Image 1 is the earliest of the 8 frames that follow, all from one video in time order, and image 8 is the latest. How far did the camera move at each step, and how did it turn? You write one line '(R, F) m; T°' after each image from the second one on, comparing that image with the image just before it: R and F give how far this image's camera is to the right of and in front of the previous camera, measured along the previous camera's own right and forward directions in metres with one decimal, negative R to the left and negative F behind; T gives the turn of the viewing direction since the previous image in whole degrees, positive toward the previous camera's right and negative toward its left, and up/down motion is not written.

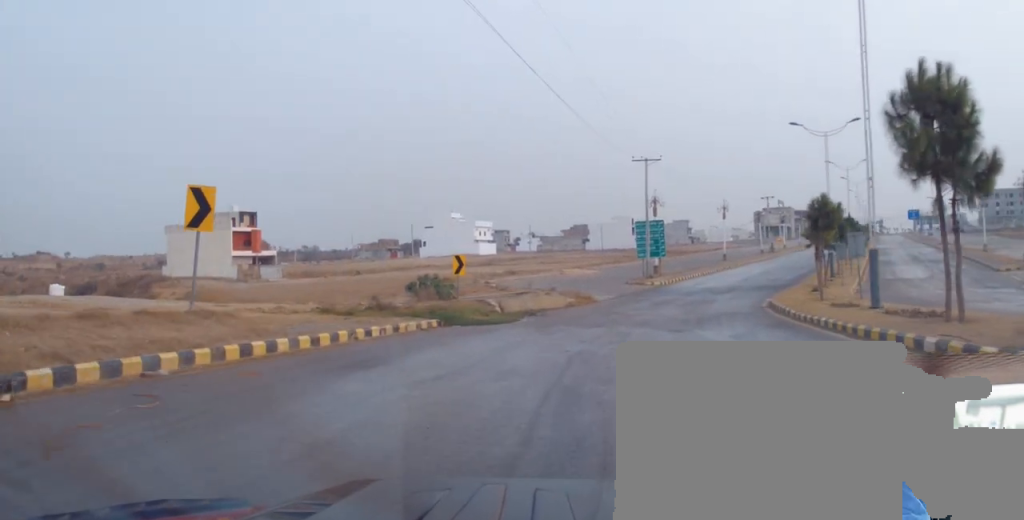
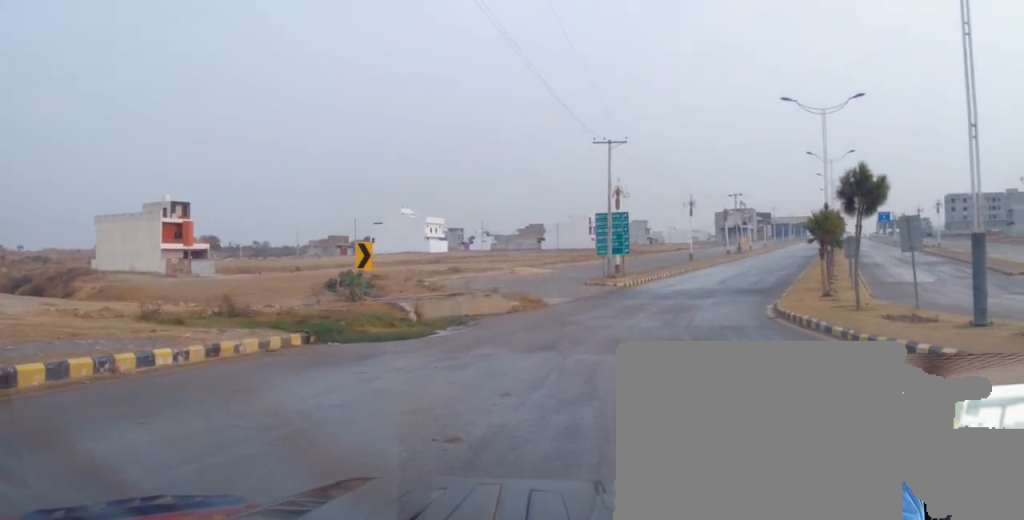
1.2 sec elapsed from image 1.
(-0.9, +7.8) m; -4°
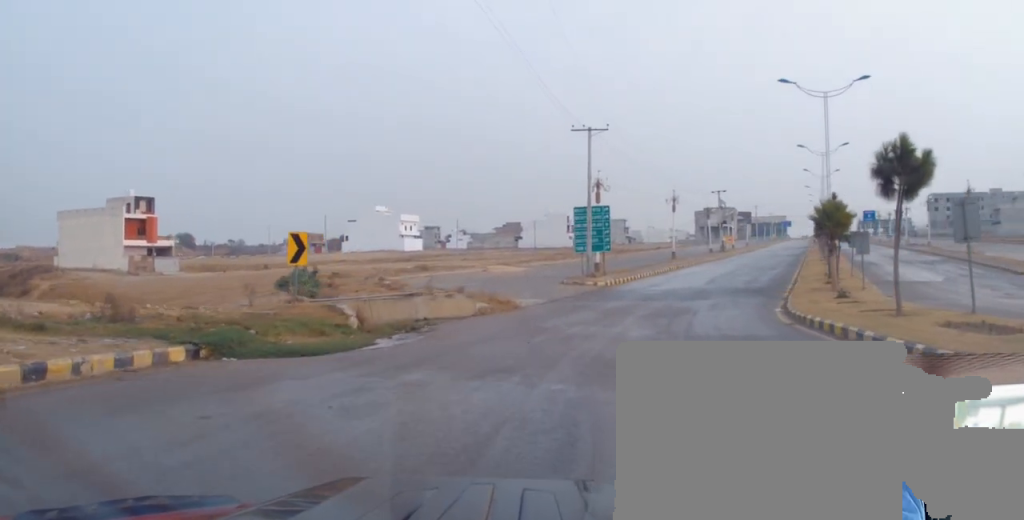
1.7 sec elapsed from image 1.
(+0.1, +3.9) m; +3°
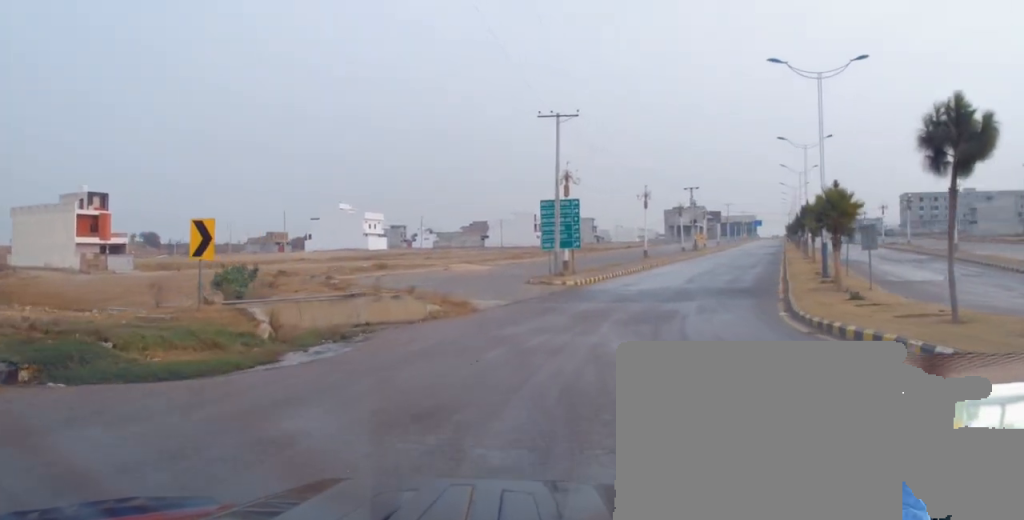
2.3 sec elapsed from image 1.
(+0.1, +3.9) m; +2°
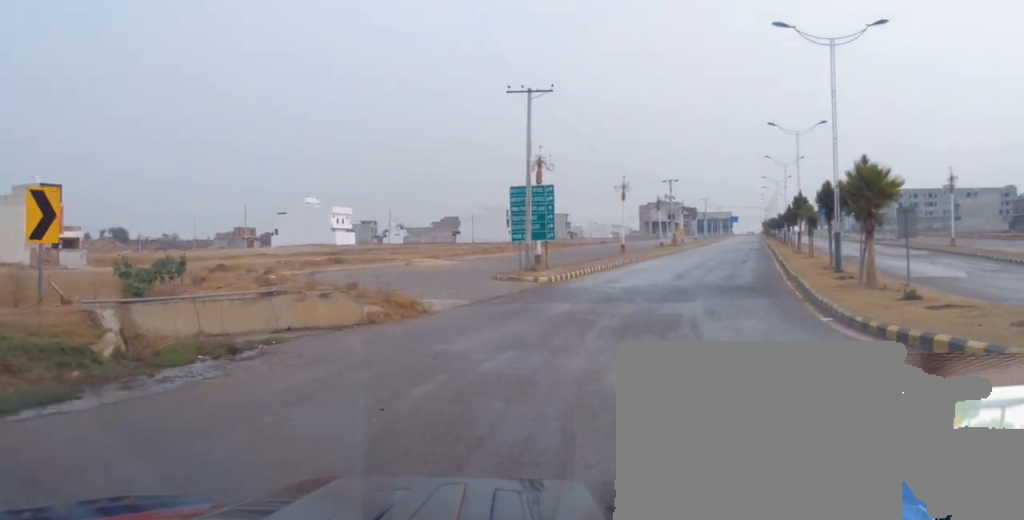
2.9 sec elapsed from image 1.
(+0.1, +4.7) m; +2°
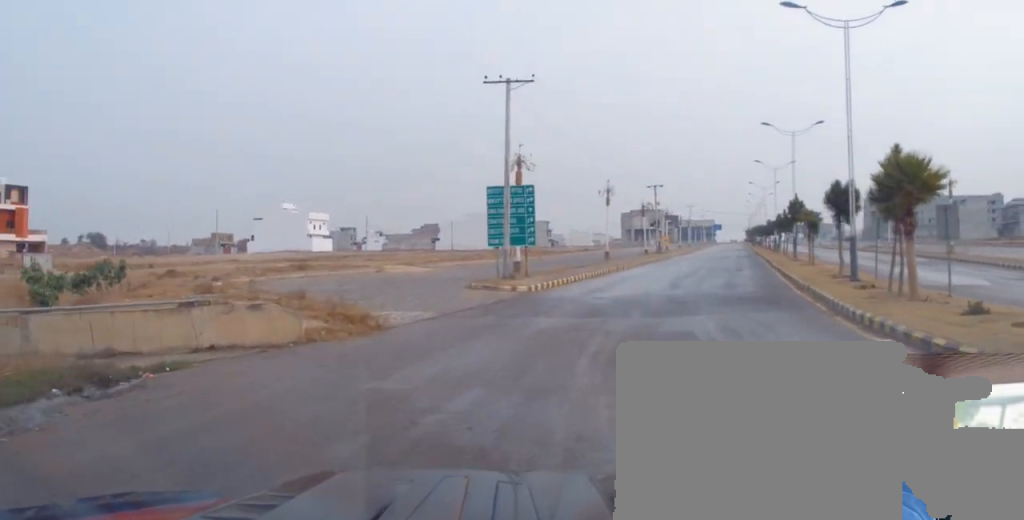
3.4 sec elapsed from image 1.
(0.0, +3.6) m; +1°
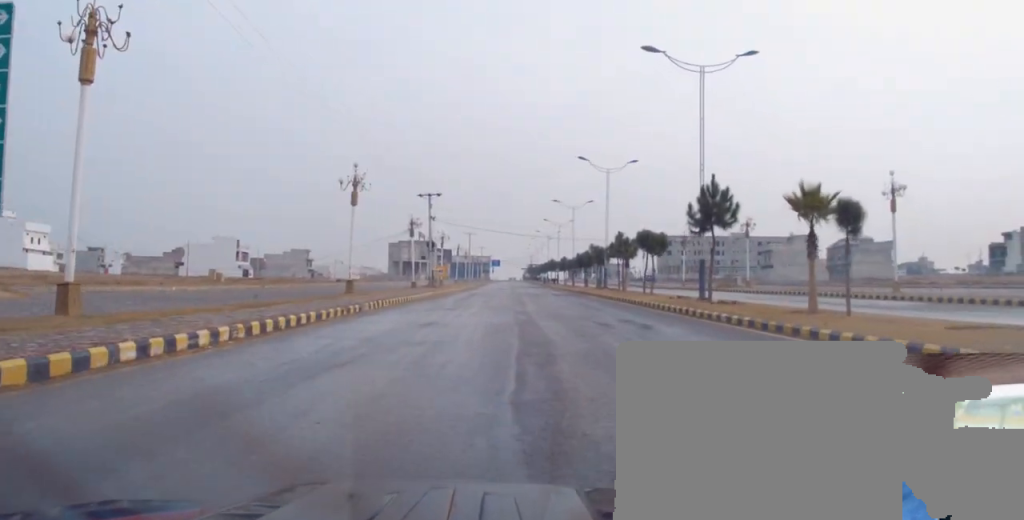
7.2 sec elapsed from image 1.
(+3.2, +28.6) m; +16°
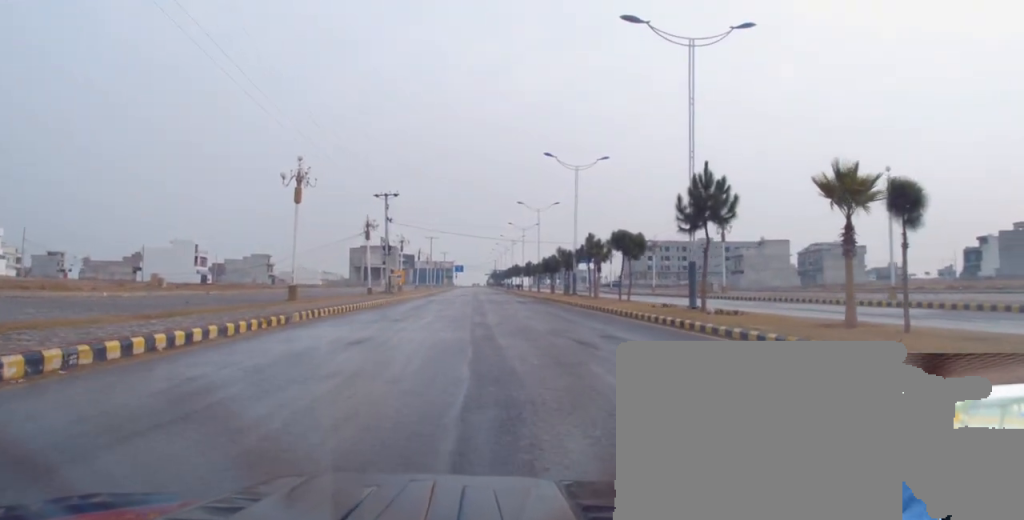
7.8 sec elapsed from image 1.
(+0.2, +4.5) m; +3°
